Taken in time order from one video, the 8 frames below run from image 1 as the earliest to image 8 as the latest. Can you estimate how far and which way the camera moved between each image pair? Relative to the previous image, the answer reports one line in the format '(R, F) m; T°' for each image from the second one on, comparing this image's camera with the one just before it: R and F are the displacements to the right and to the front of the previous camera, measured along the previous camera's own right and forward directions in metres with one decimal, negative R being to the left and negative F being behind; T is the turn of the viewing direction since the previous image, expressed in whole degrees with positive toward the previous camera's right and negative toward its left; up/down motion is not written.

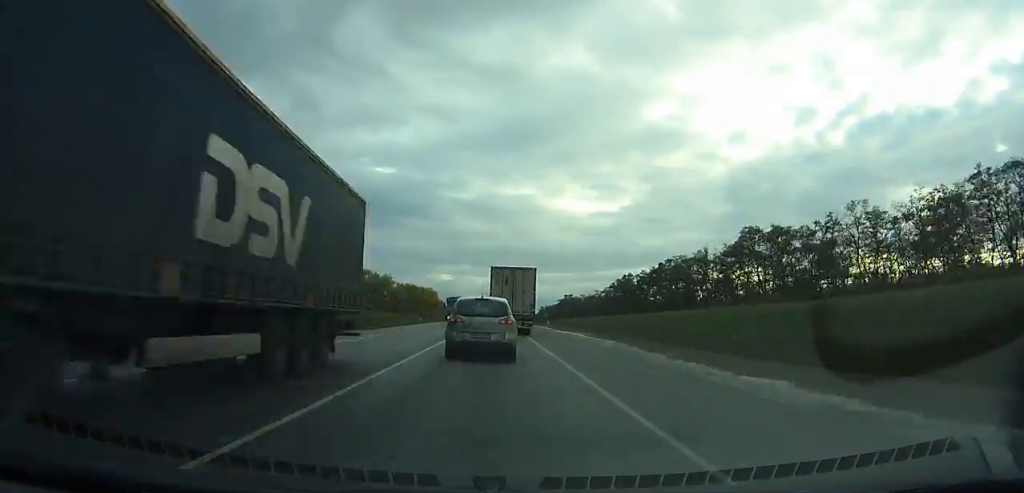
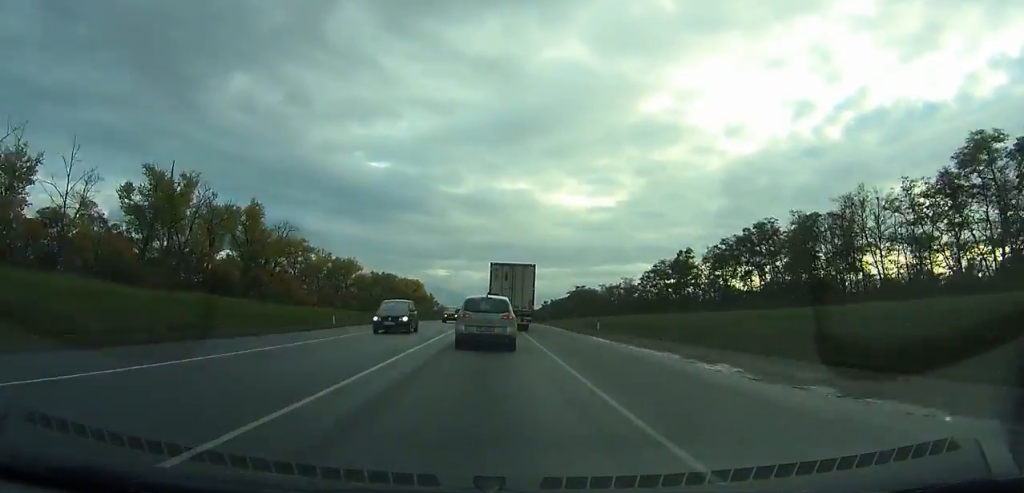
(+0.1, +48.9) m; 0°
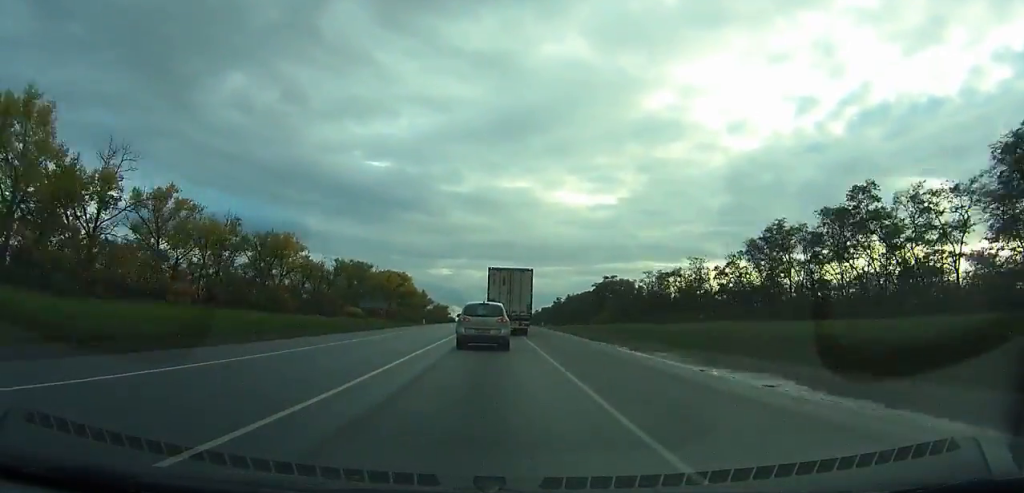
(+0.1, +53.6) m; 0°
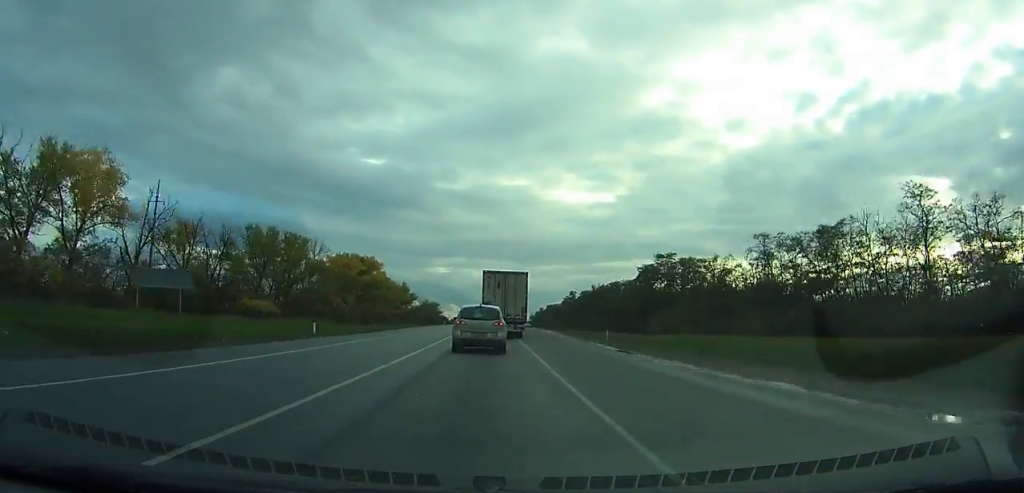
(+0.1, +57.8) m; 0°
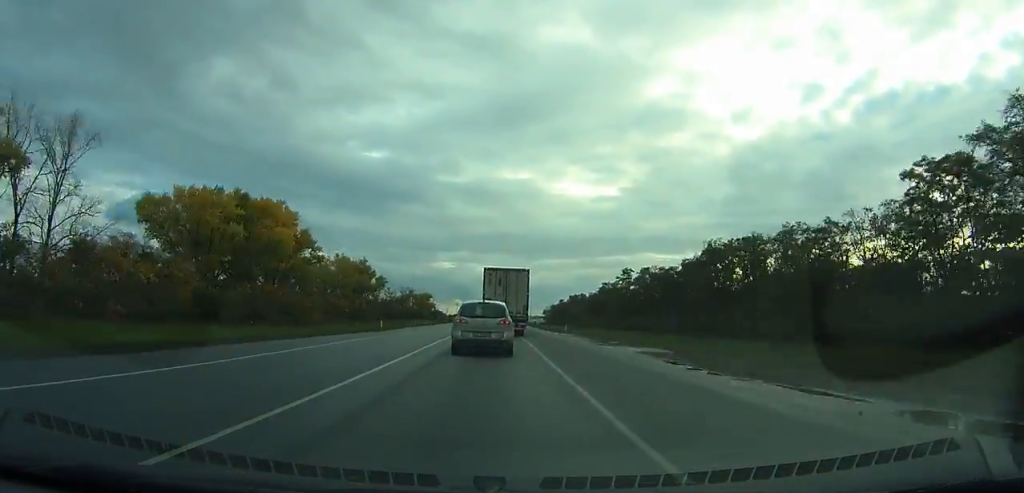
(-0.1, +79.8) m; 0°
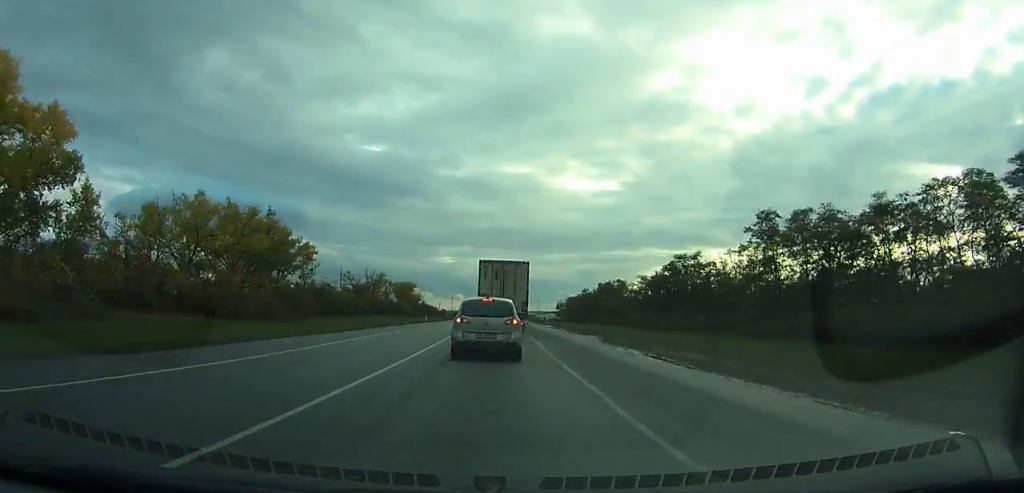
(-0.2, +66.1) m; 0°
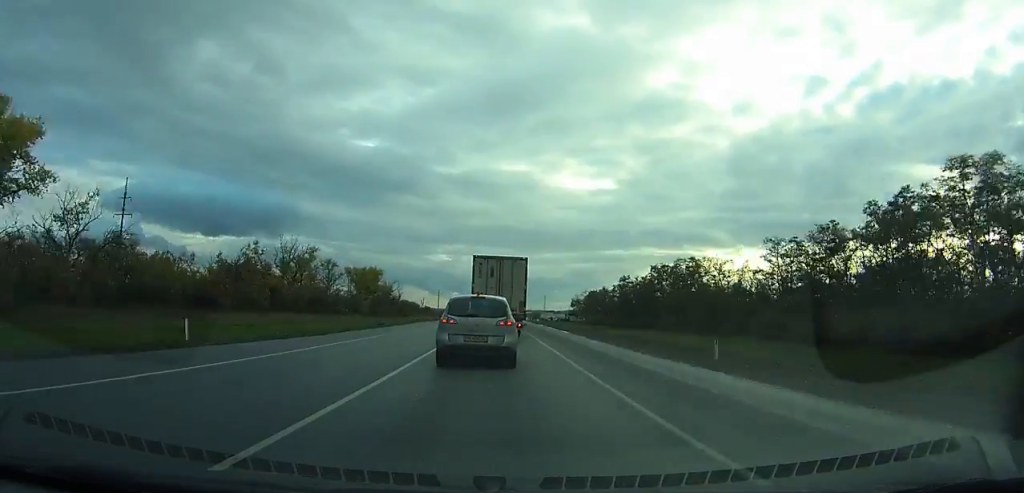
(-0.2, +66.3) m; 0°
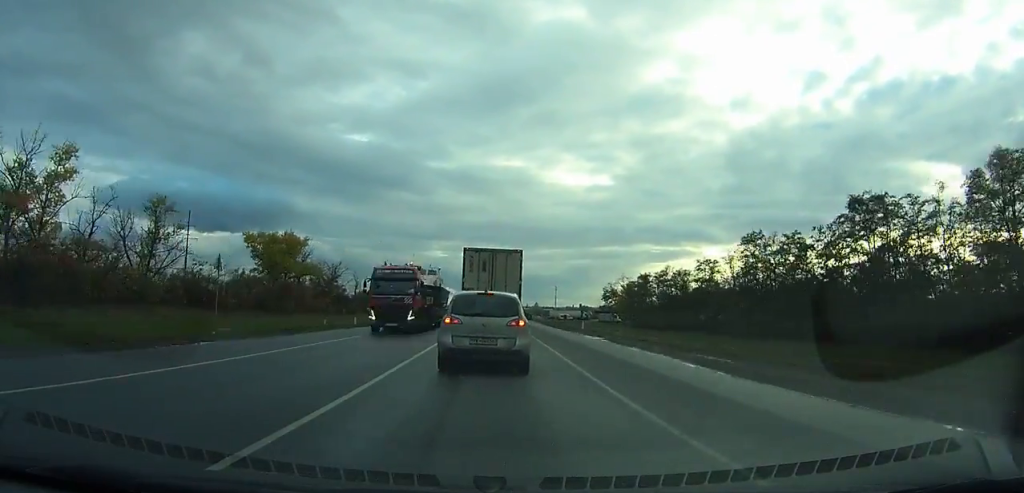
(+0.4, +72.0) m; +1°
